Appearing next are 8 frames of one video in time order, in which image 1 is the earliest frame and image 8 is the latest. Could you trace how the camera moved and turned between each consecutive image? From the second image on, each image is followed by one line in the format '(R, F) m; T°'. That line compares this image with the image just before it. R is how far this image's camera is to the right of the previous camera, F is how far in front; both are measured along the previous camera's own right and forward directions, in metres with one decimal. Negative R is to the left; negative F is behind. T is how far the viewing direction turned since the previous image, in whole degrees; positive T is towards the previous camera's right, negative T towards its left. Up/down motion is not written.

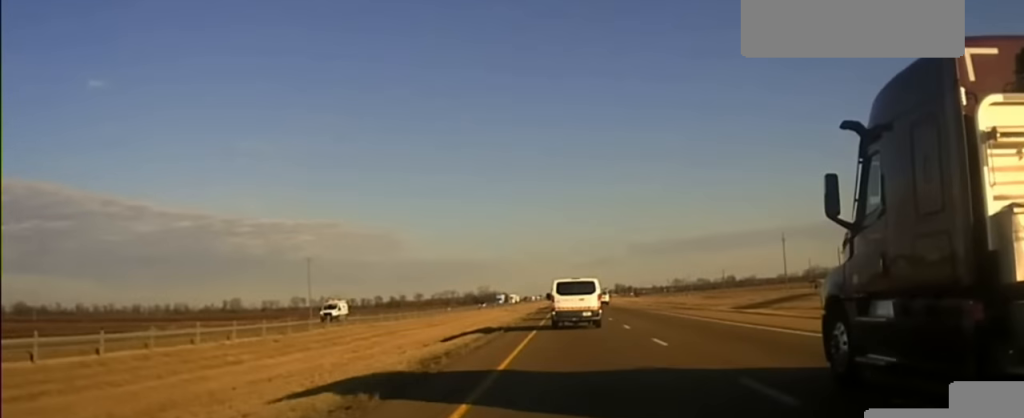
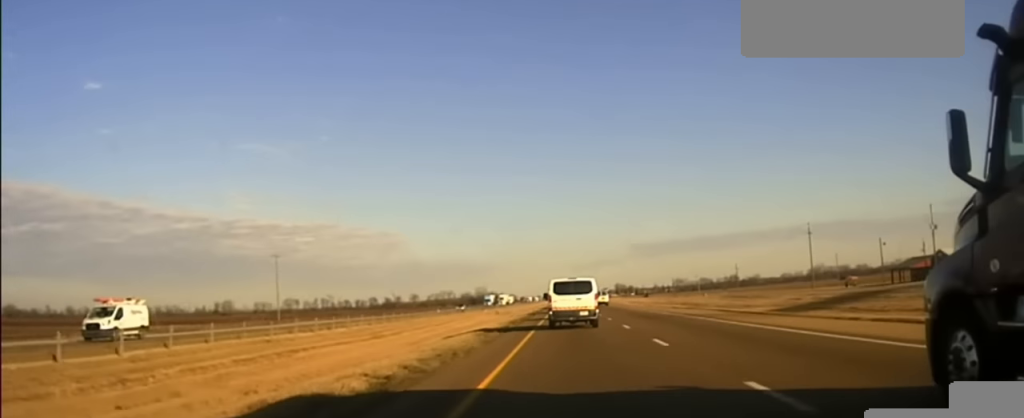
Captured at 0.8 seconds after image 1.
(0.0, +31.8) m; 0°
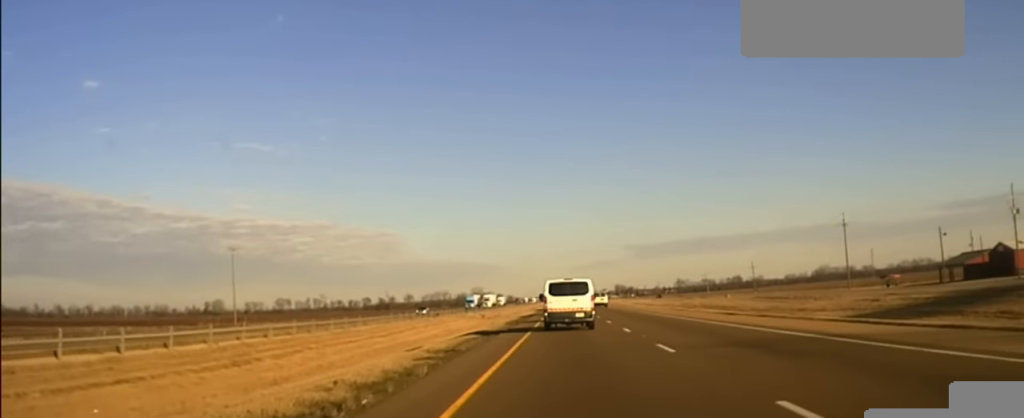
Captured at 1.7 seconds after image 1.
(-0.1, +31.4) m; -1°
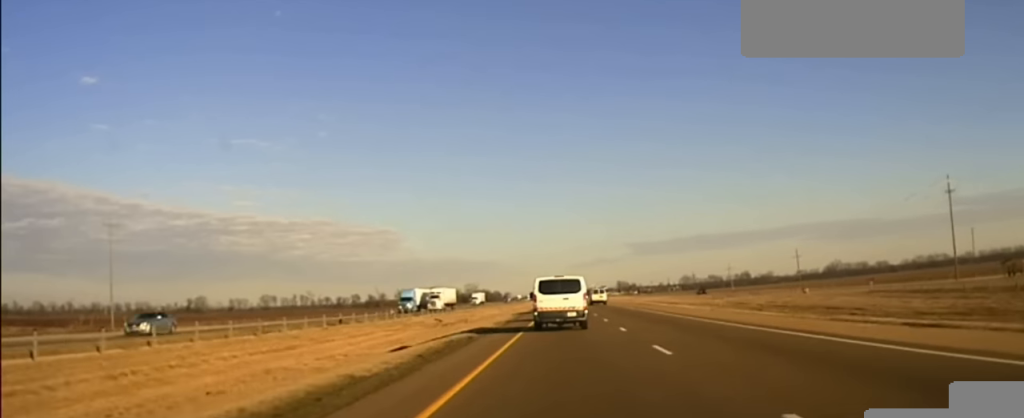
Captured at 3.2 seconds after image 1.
(-0.3, +45.3) m; 0°
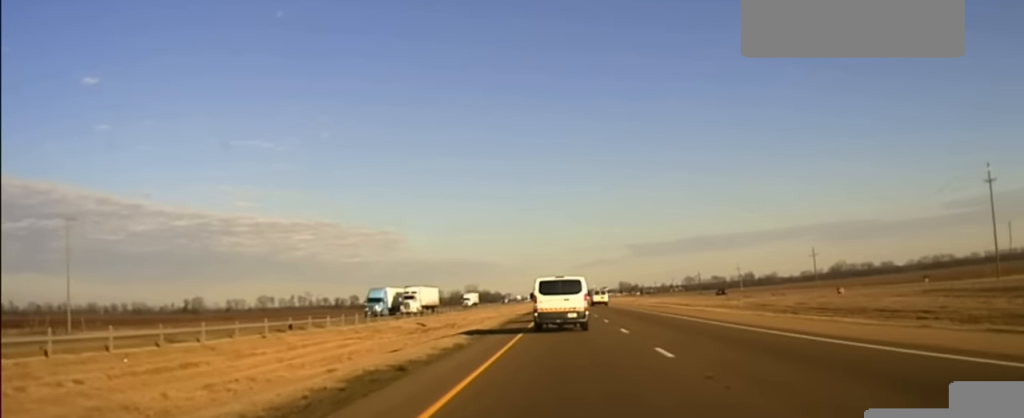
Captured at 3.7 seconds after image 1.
(0.0, +10.3) m; 0°
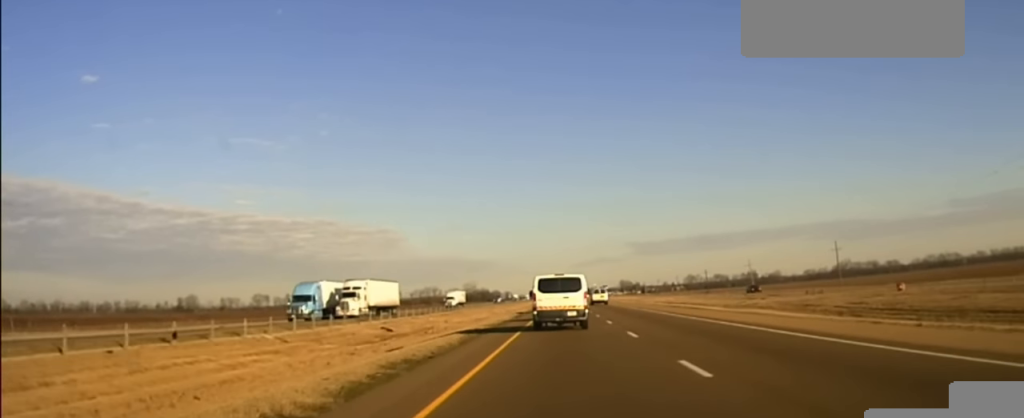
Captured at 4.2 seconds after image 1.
(0.0, +13.7) m; +1°
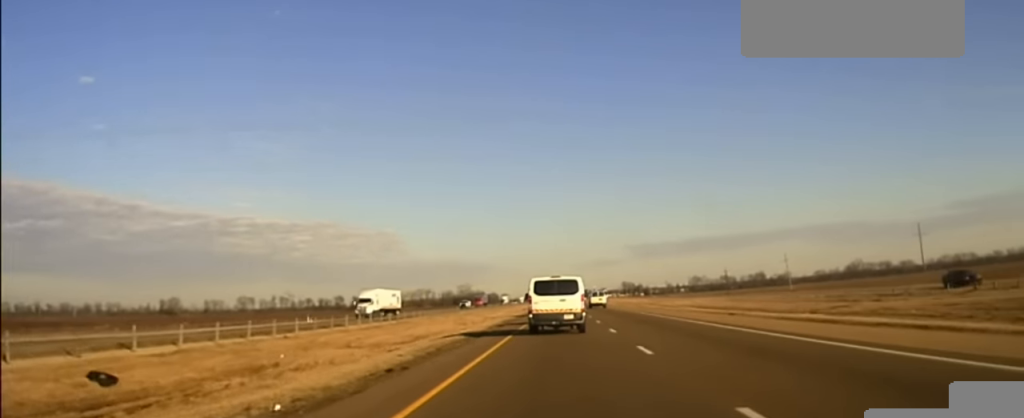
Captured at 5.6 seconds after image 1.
(+0.2, +38.0) m; 0°
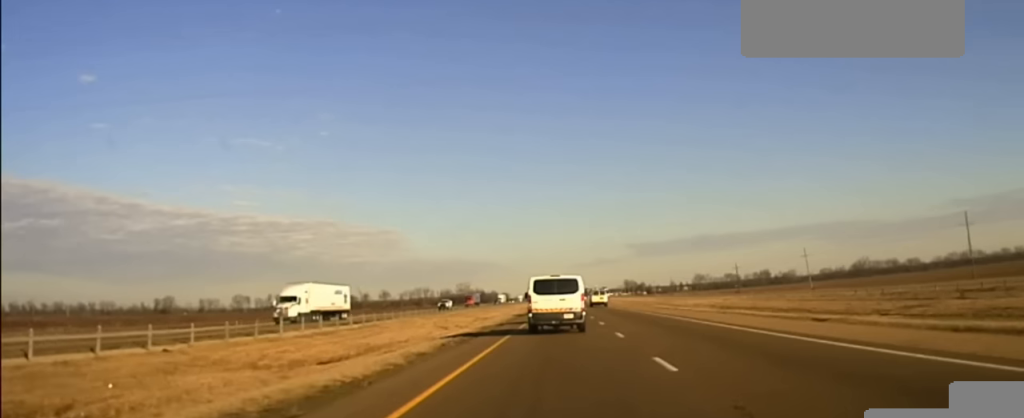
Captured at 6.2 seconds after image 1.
(-0.2, +18.4) m; 0°
